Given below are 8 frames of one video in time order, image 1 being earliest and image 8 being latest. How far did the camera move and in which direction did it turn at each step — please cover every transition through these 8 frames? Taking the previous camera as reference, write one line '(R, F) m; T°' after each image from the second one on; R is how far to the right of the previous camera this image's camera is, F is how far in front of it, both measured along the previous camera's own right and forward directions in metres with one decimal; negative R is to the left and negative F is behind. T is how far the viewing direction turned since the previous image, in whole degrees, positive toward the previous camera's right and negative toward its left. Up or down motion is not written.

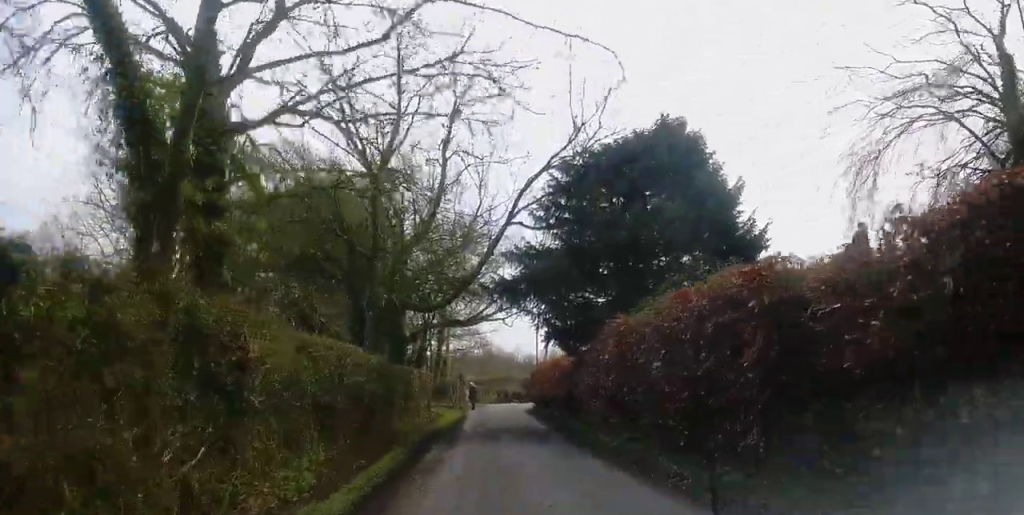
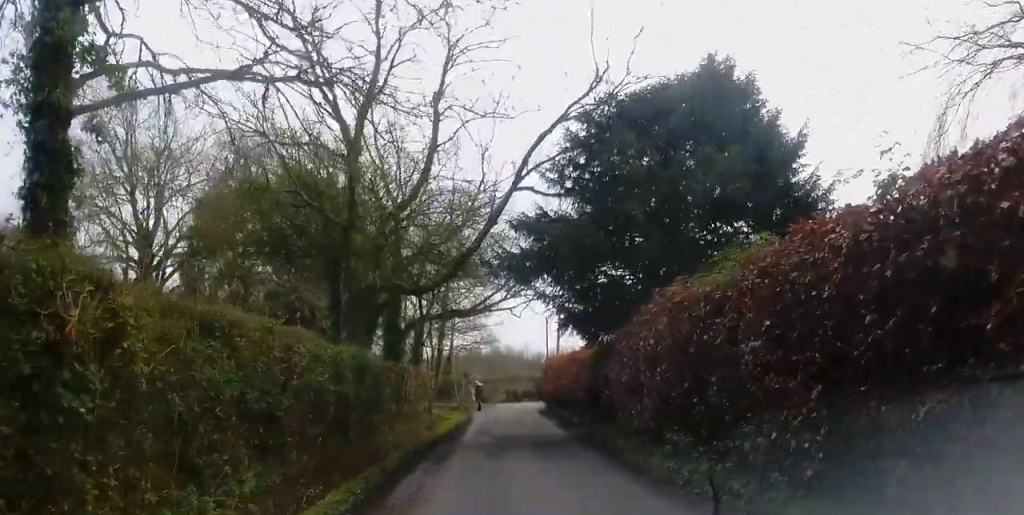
(+0.1, +4.4) m; -1°
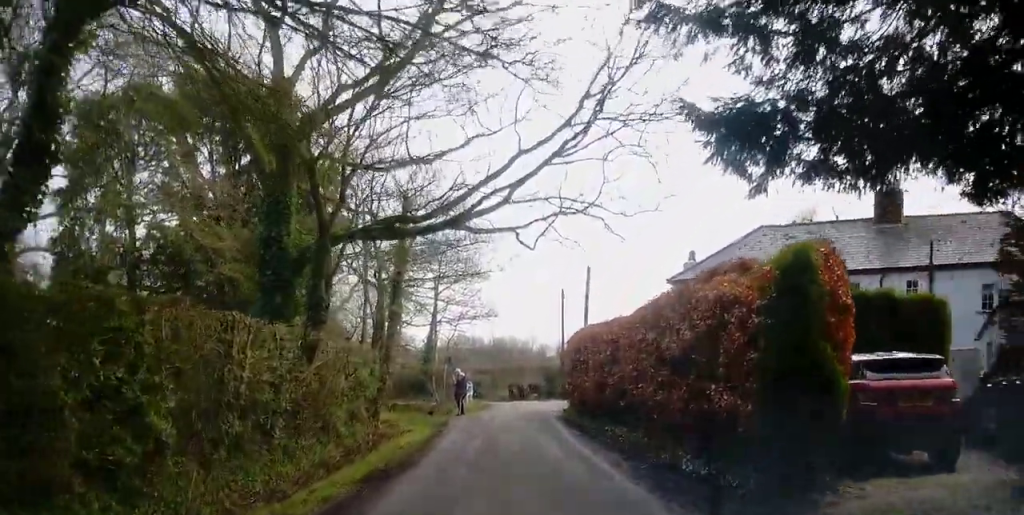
(-0.8, +17.0) m; -2°
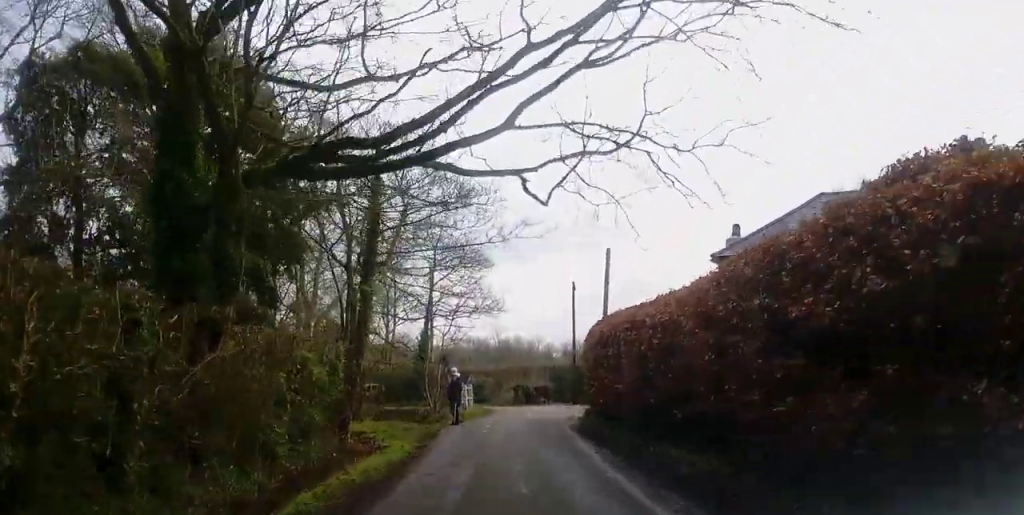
(+0.1, +5.3) m; +2°
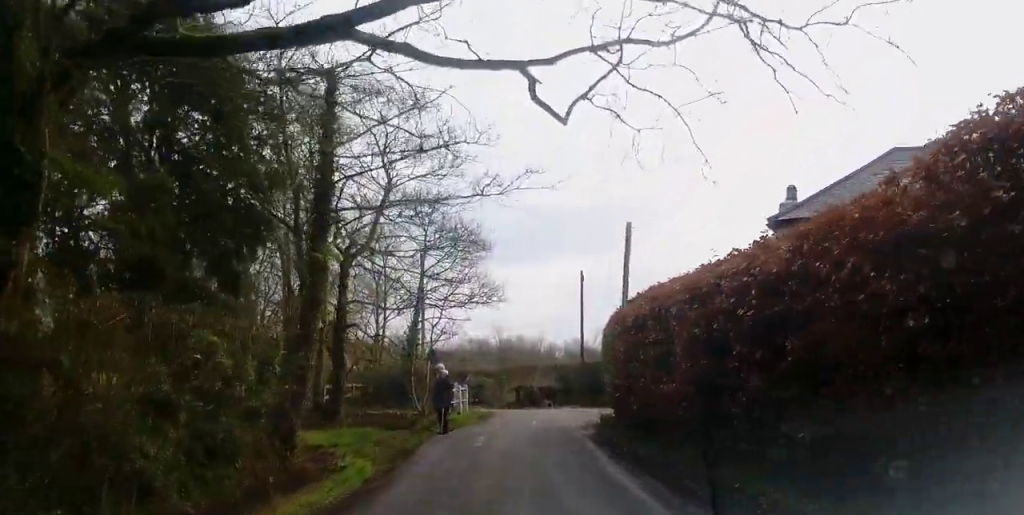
(+0.2, +4.7) m; +2°
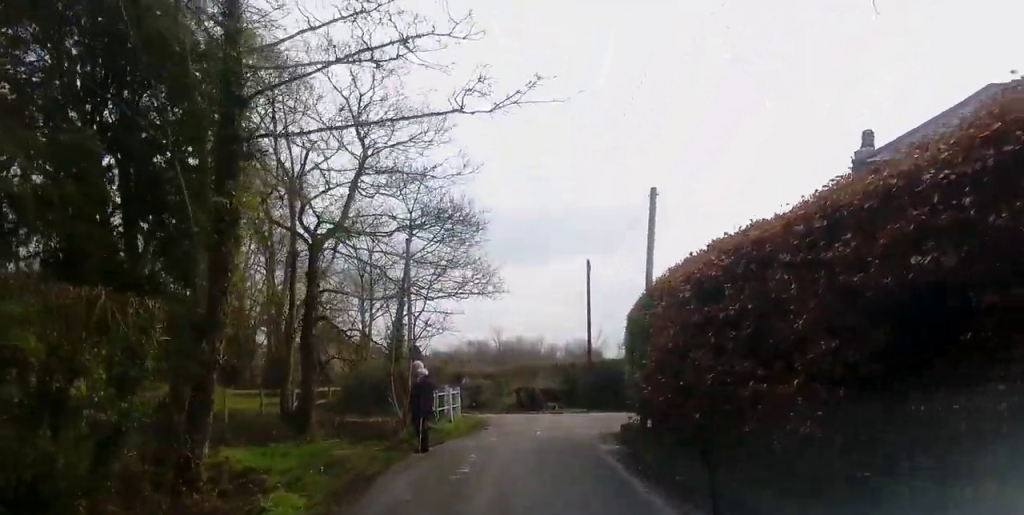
(0.0, +4.4) m; -4°
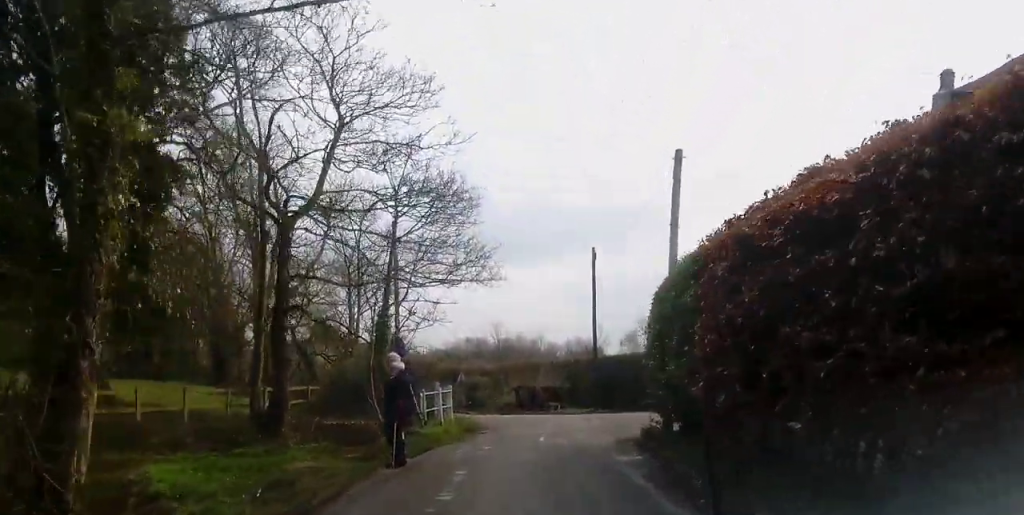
(-0.2, +3.2) m; -2°
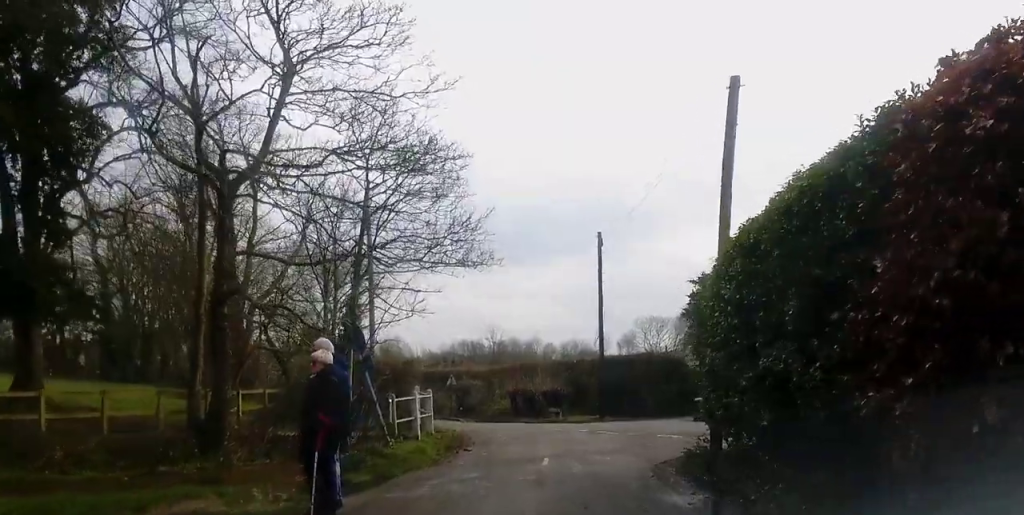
(-0.3, +4.6) m; -1°
